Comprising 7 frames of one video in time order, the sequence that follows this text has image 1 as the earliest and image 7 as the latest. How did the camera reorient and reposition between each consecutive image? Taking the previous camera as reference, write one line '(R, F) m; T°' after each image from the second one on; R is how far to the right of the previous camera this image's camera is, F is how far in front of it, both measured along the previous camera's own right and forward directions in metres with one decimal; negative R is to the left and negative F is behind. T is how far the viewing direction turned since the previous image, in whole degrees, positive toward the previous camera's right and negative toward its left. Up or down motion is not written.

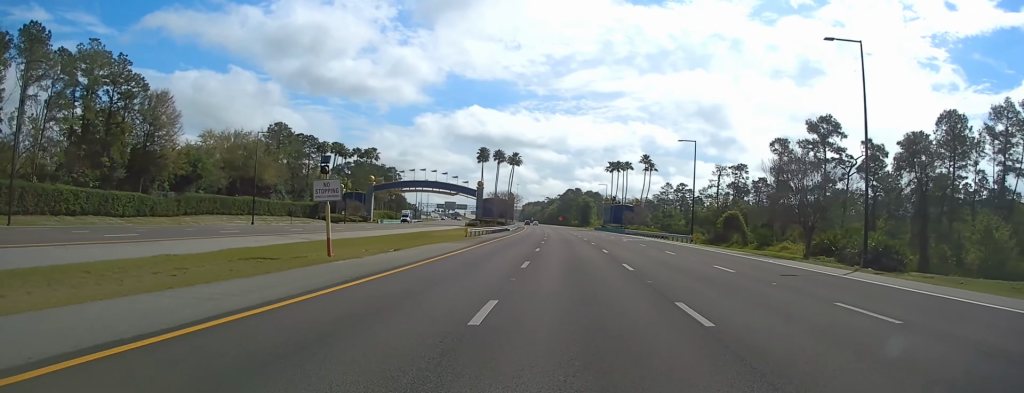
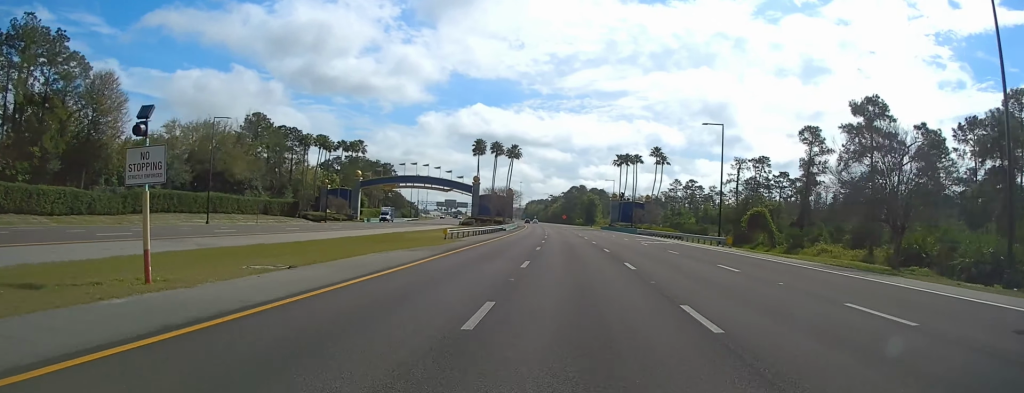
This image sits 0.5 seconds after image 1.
(-0.1, +12.7) m; 0°
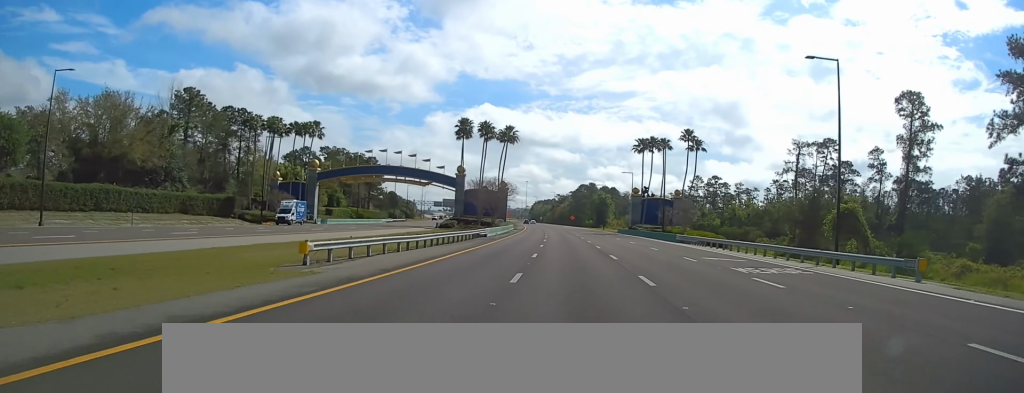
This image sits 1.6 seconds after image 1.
(-0.2, +28.8) m; -1°
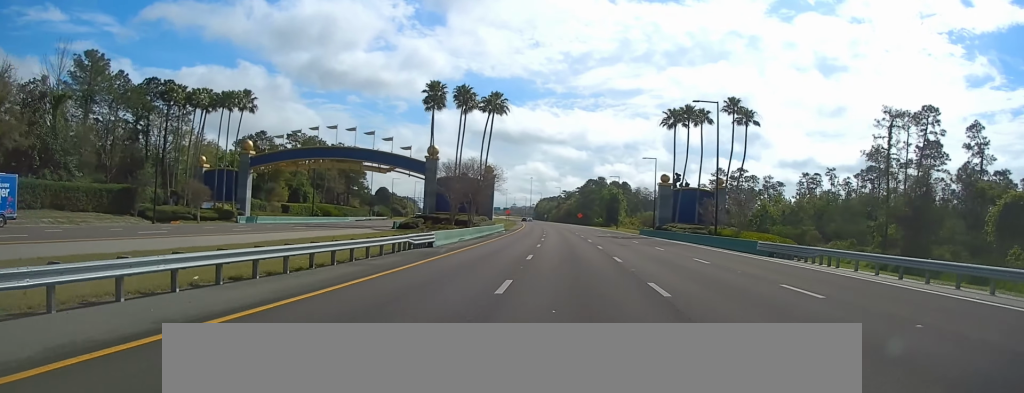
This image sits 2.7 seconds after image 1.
(-0.2, +27.1) m; -1°
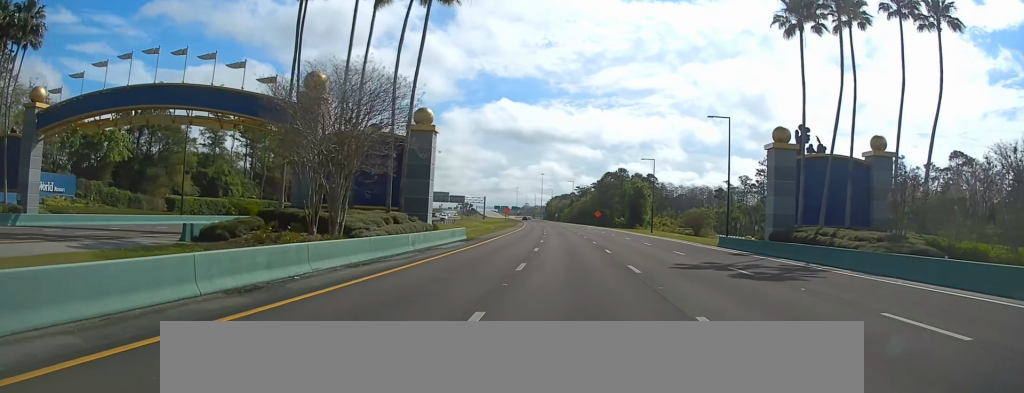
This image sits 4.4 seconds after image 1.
(-0.4, +42.4) m; -1°
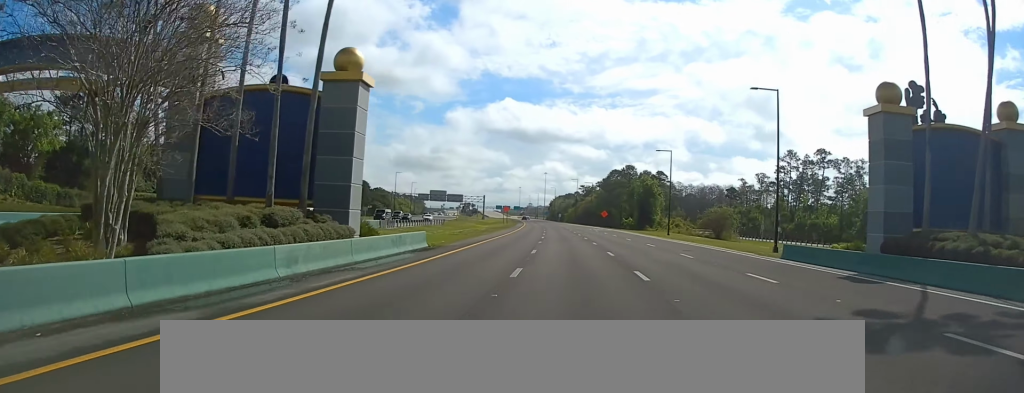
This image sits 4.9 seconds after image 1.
(-0.2, +14.4) m; 0°
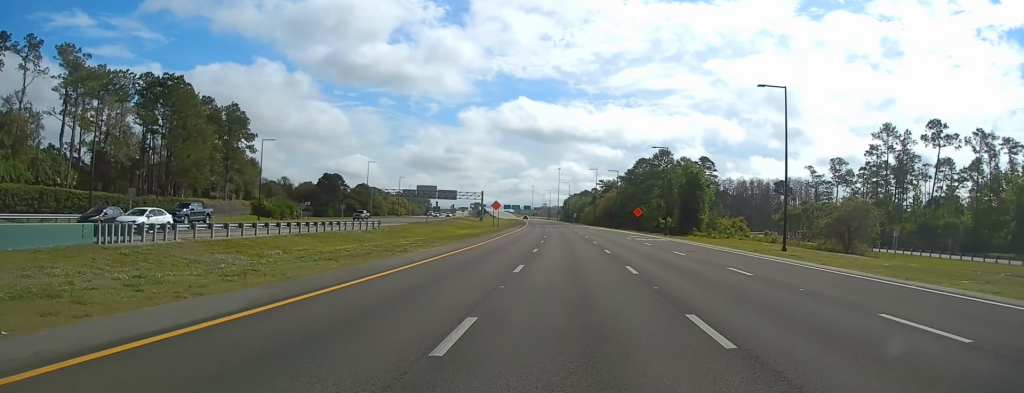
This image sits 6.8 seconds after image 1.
(-0.4, +46.7) m; -1°
